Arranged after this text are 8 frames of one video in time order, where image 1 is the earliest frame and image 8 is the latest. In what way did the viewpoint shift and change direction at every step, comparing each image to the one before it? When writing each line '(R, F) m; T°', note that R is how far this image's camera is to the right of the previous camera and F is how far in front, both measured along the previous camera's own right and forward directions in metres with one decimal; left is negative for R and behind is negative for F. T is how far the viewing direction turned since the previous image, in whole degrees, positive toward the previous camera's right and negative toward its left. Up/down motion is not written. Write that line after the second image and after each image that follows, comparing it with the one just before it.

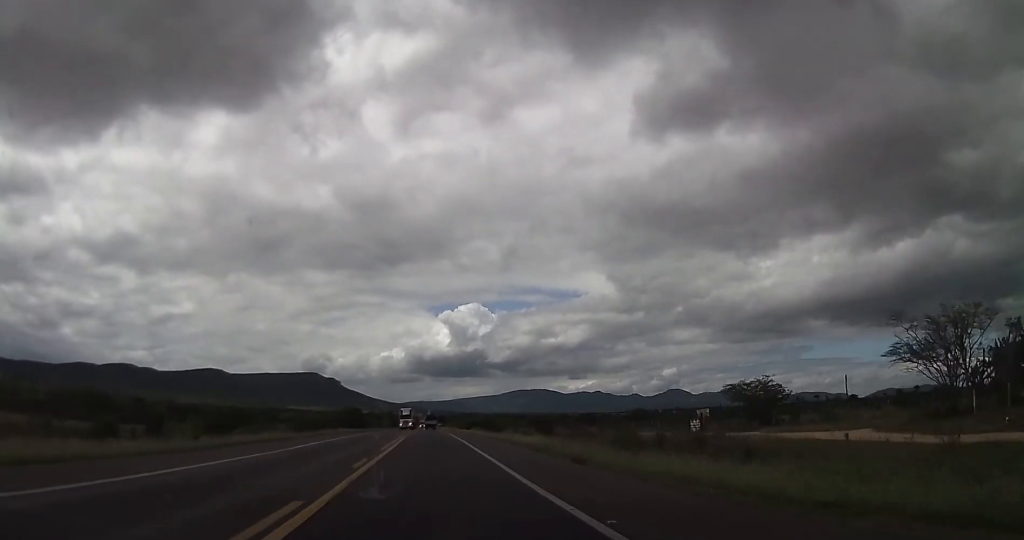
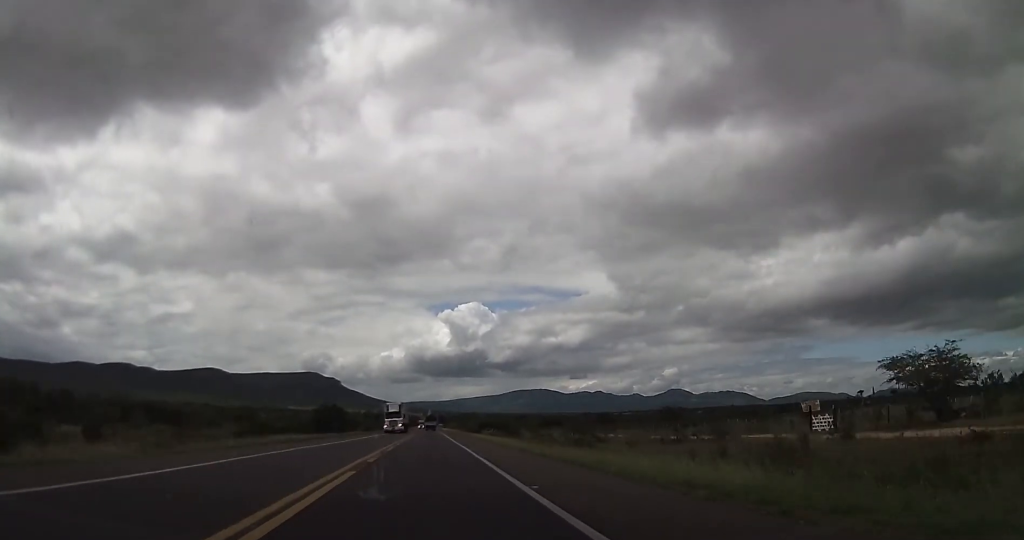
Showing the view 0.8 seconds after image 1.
(+0.1, +28.8) m; 0°
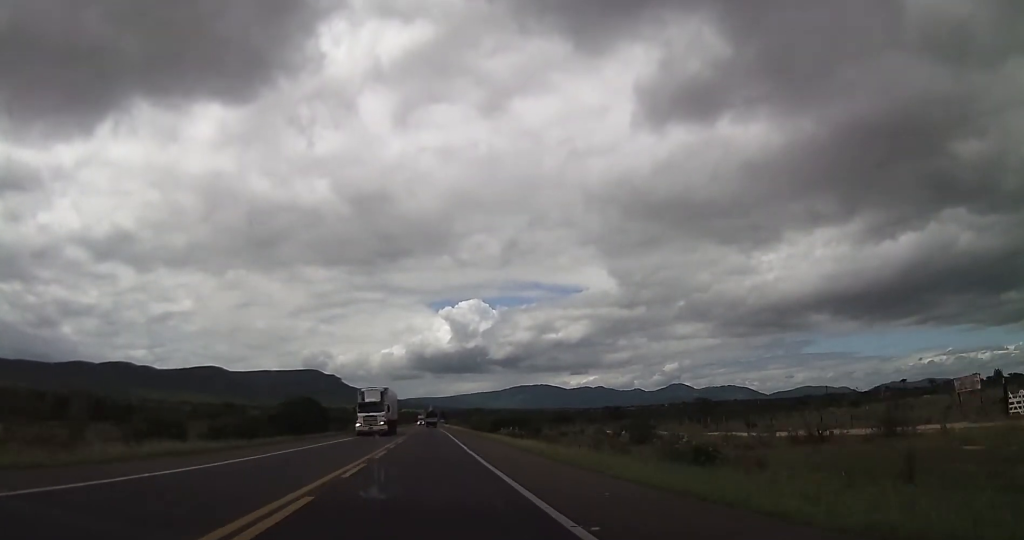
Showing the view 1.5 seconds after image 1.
(-0.1, +23.6) m; 0°
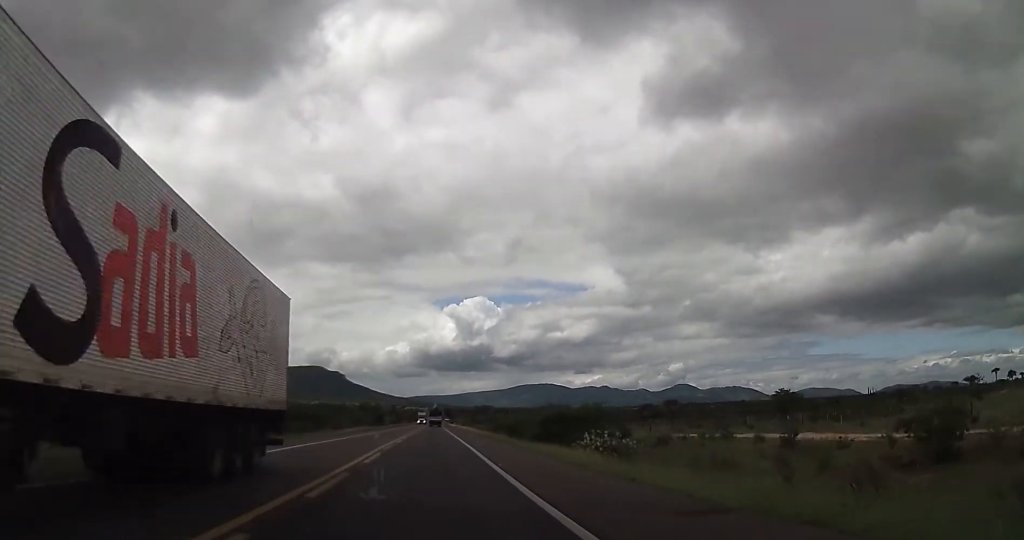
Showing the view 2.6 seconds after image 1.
(-0.2, +40.6) m; 0°
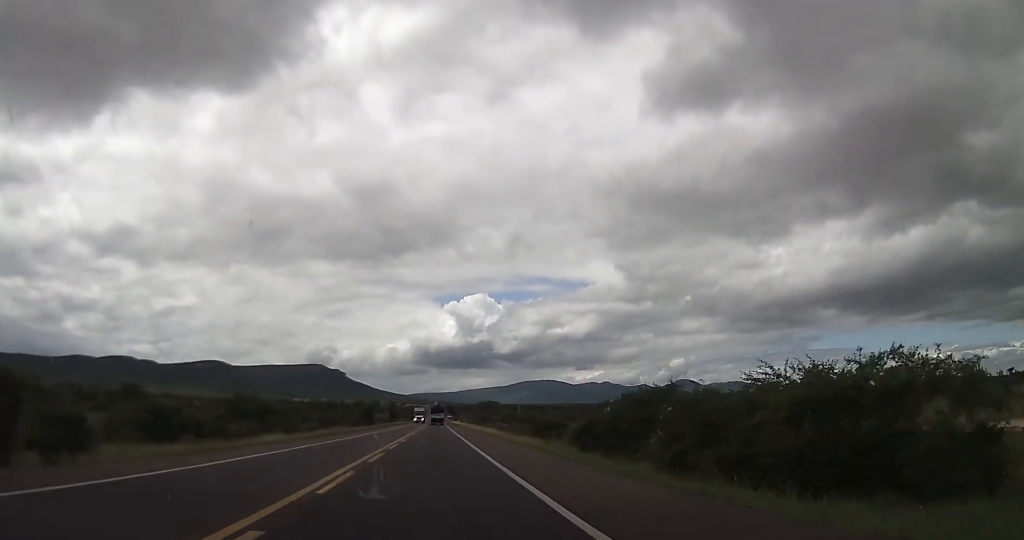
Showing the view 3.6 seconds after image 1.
(-0.2, +38.4) m; 0°
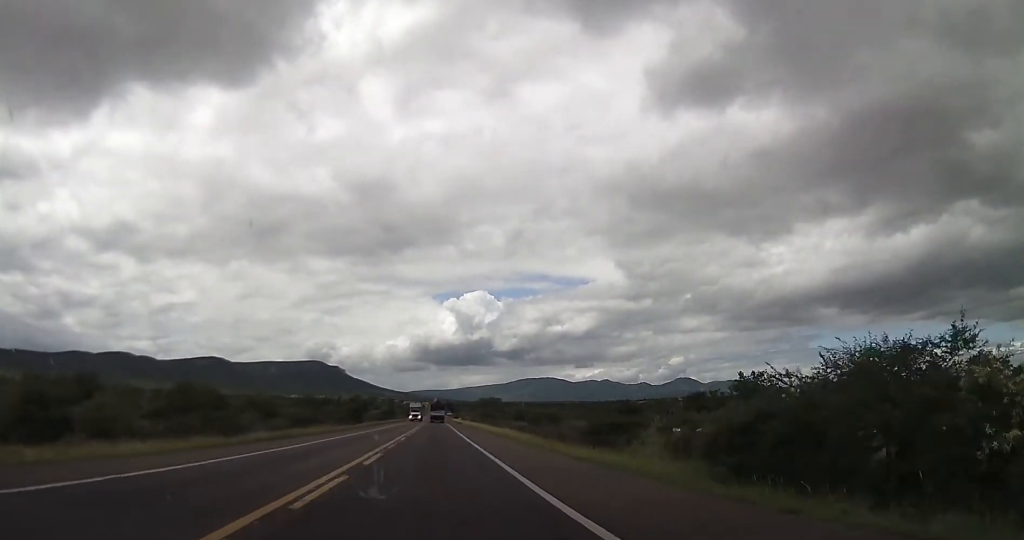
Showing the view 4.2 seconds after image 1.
(0.0, +20.5) m; +1°
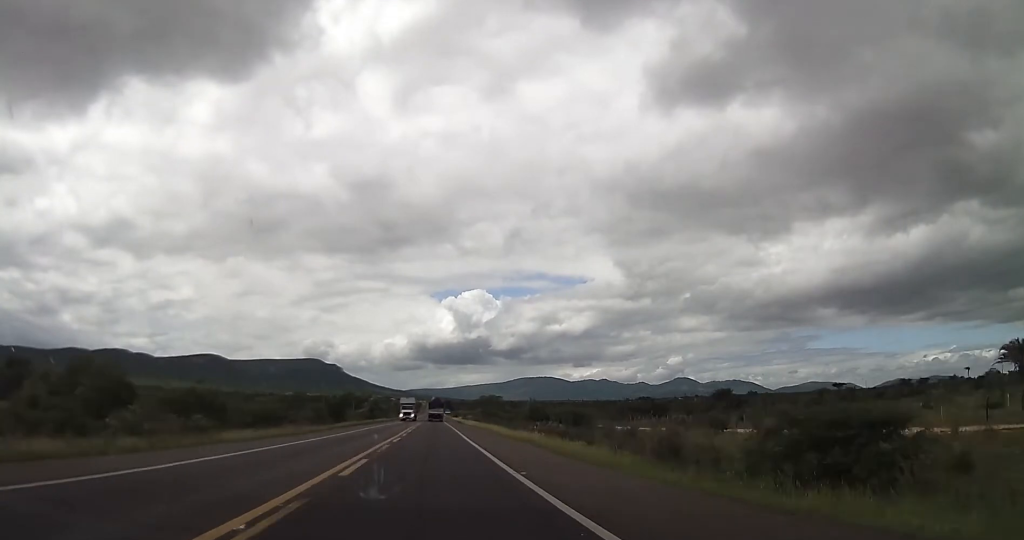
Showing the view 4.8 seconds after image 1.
(+0.1, +21.9) m; 0°
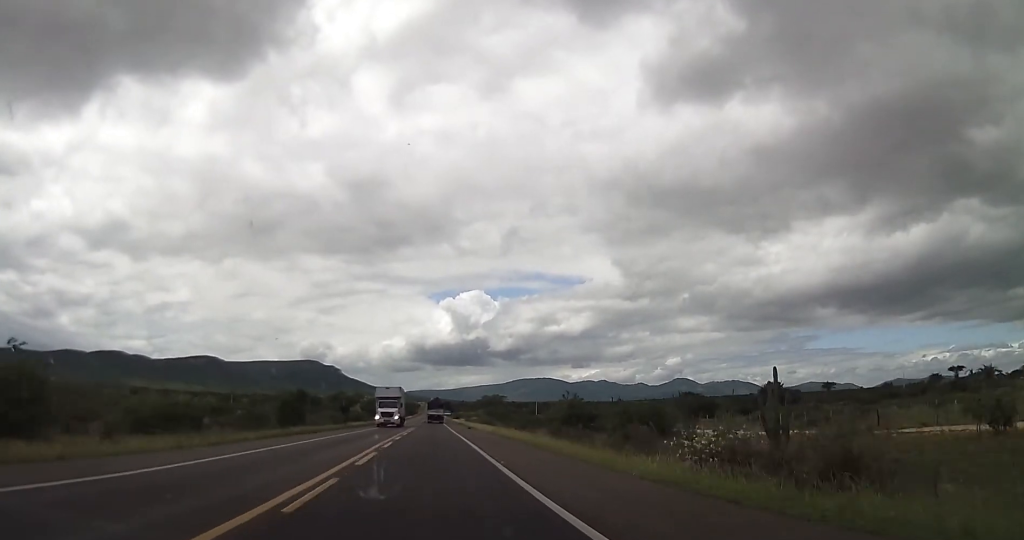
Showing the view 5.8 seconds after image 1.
(+0.2, +30.6) m; 0°
